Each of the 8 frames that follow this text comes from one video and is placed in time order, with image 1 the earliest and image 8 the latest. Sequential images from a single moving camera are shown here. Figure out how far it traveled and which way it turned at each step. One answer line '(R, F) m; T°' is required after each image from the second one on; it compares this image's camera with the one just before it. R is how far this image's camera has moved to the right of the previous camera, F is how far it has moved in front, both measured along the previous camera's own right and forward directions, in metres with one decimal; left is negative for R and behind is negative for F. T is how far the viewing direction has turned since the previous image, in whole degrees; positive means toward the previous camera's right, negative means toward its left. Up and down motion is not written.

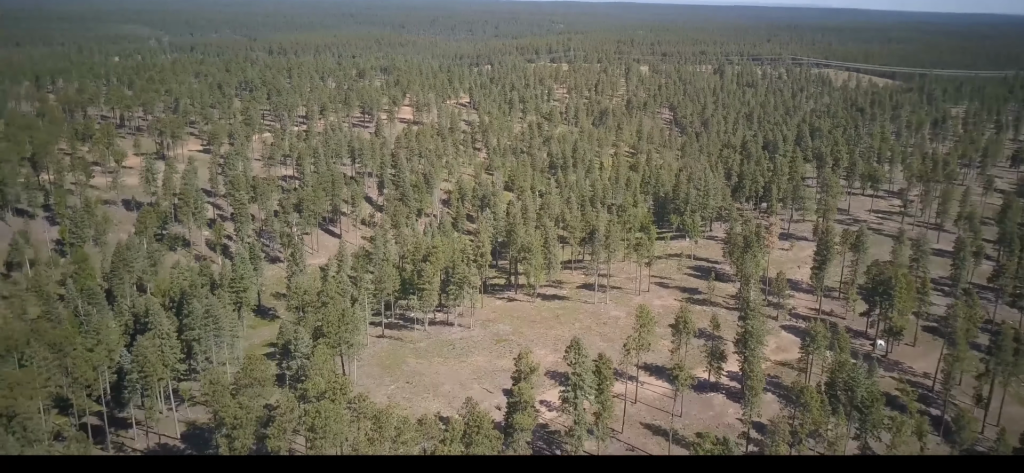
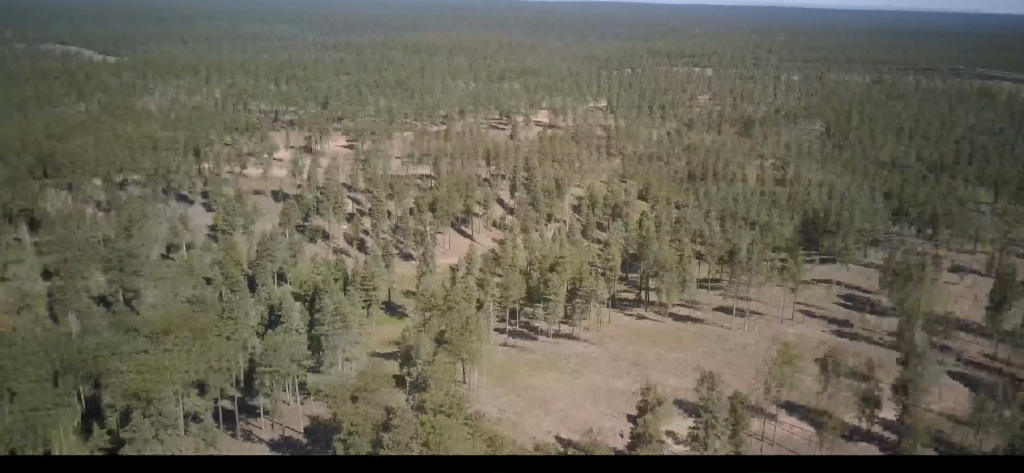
(+0.1, +6.7) m; -3°
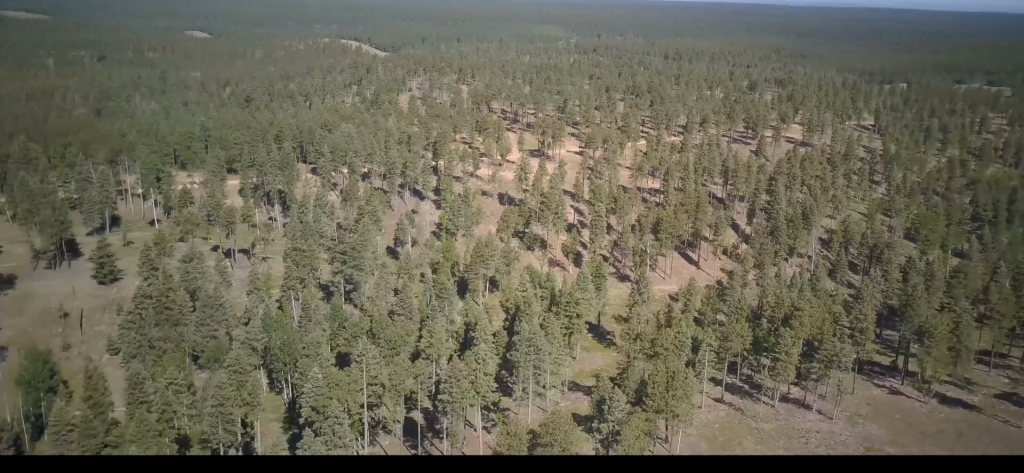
(-1.9, +18.2) m; -12°
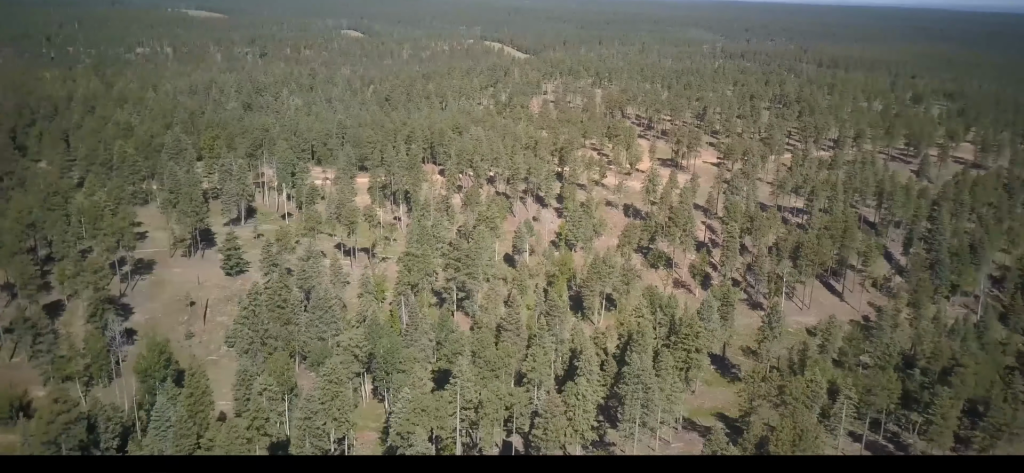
(-0.8, +11.4) m; -8°
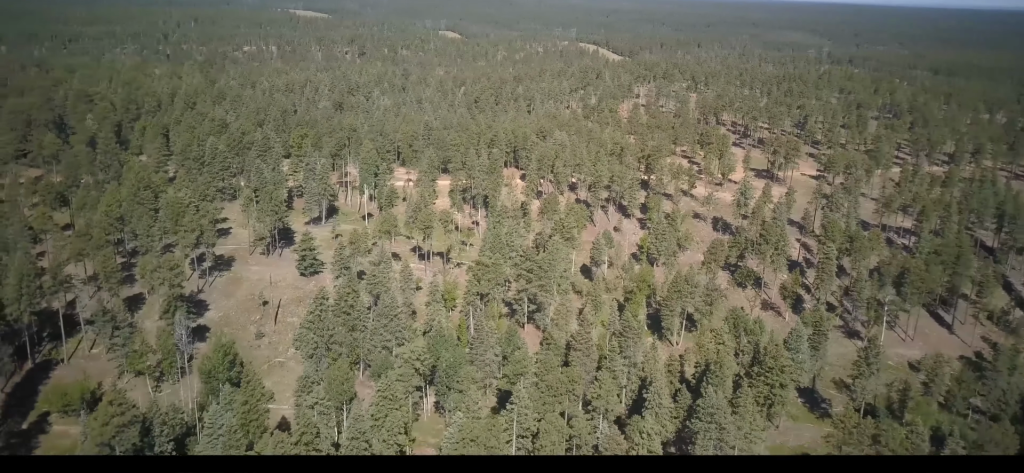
(-0.5, +8.8) m; -5°
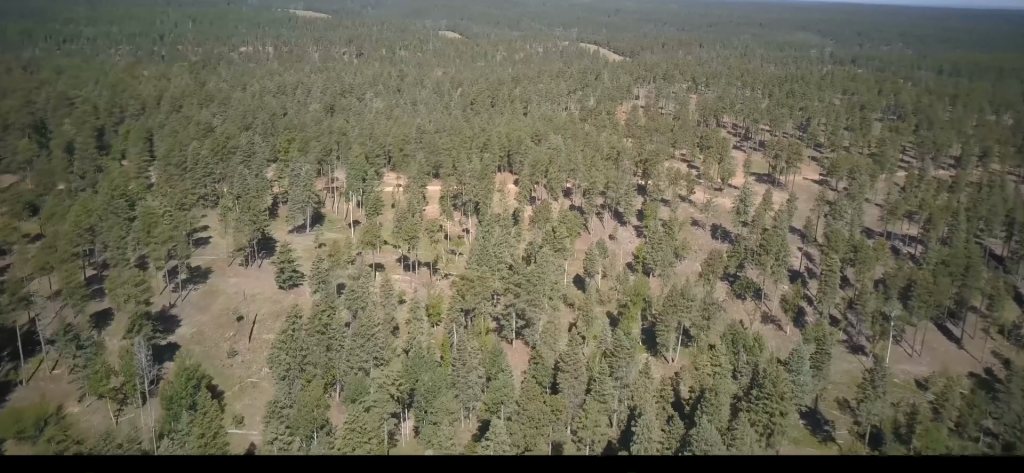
(-0.6, +10.7) m; -5°
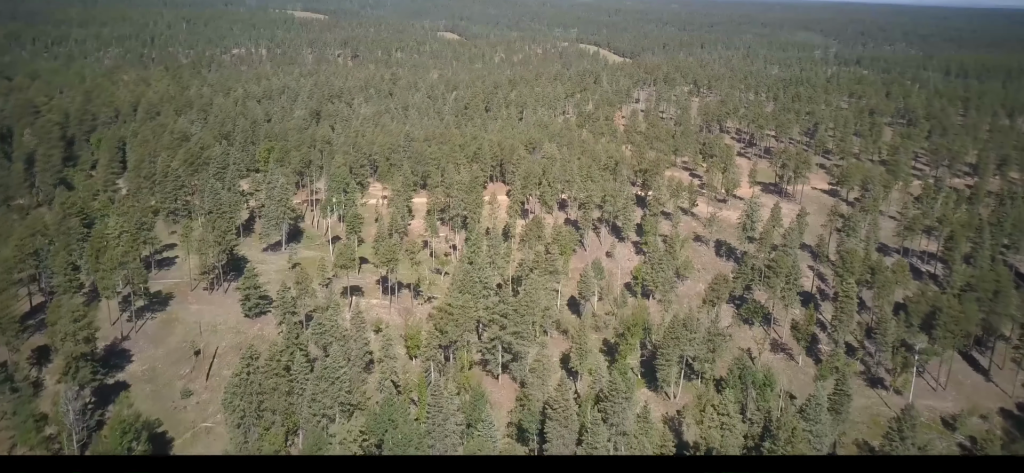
(-1.0, +18.2) m; -5°
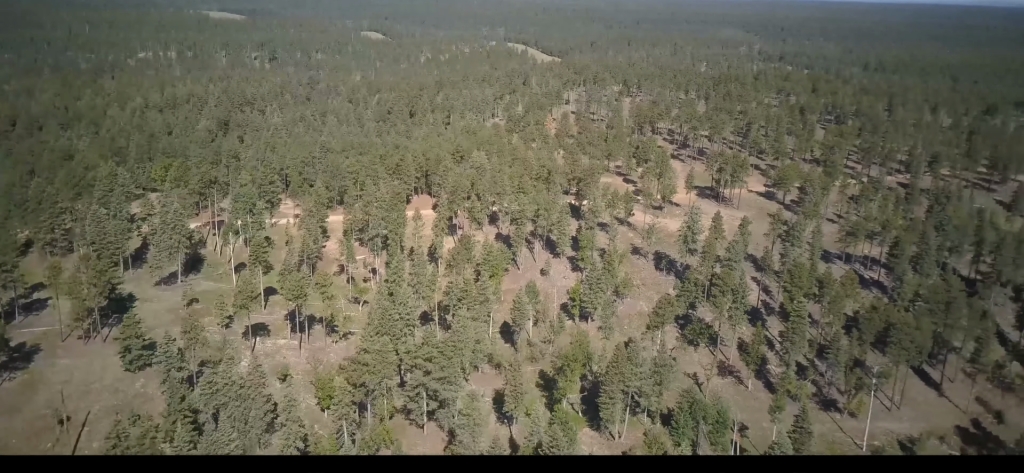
(0.0, +20.2) m; +2°
